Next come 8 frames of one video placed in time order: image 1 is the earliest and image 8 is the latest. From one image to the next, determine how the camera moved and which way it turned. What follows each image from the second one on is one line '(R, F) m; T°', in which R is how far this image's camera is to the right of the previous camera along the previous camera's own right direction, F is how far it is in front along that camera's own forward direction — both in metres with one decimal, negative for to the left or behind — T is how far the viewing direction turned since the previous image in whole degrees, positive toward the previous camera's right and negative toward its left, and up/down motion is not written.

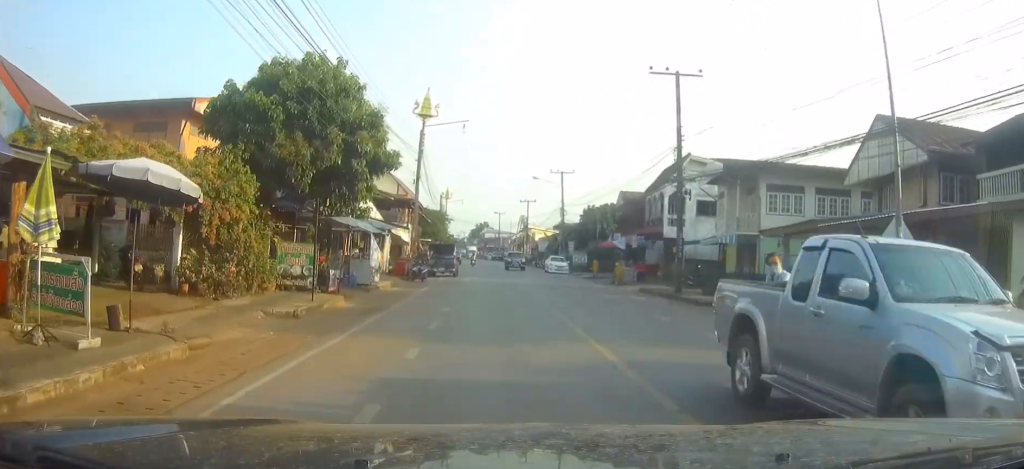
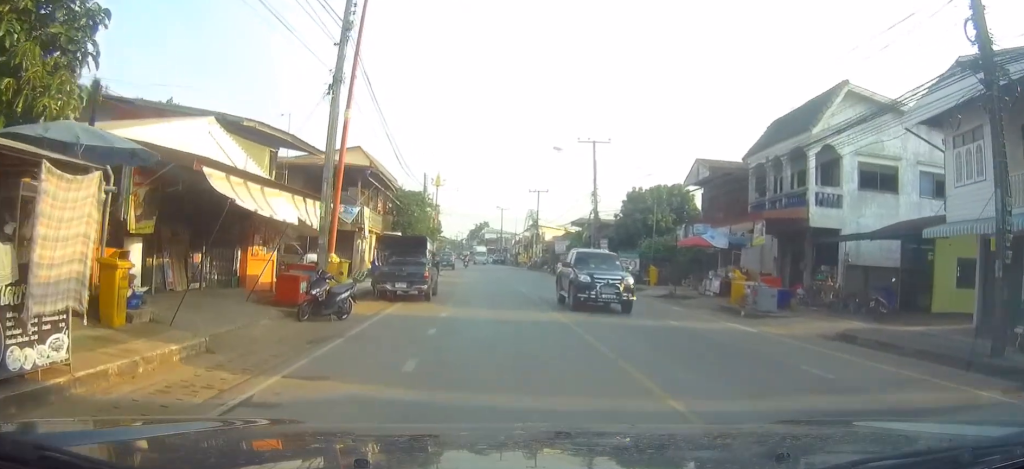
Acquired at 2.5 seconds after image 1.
(+0.2, +21.3) m; +2°
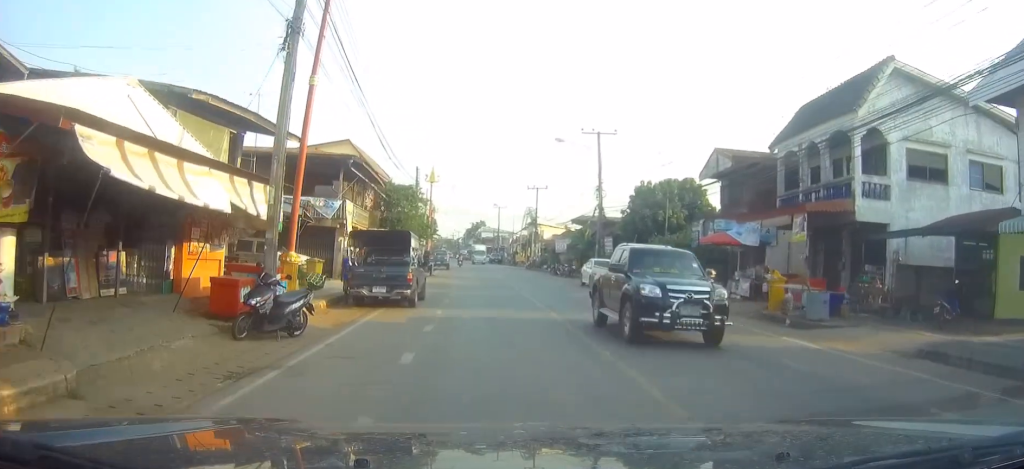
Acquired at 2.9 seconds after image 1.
(0.0, +3.7) m; 0°
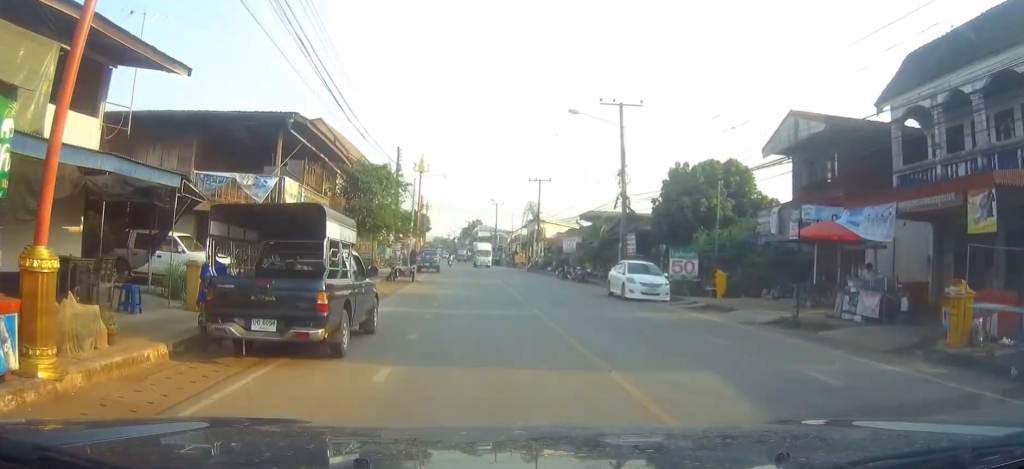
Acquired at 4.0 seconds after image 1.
(-0.1, +9.4) m; -2°
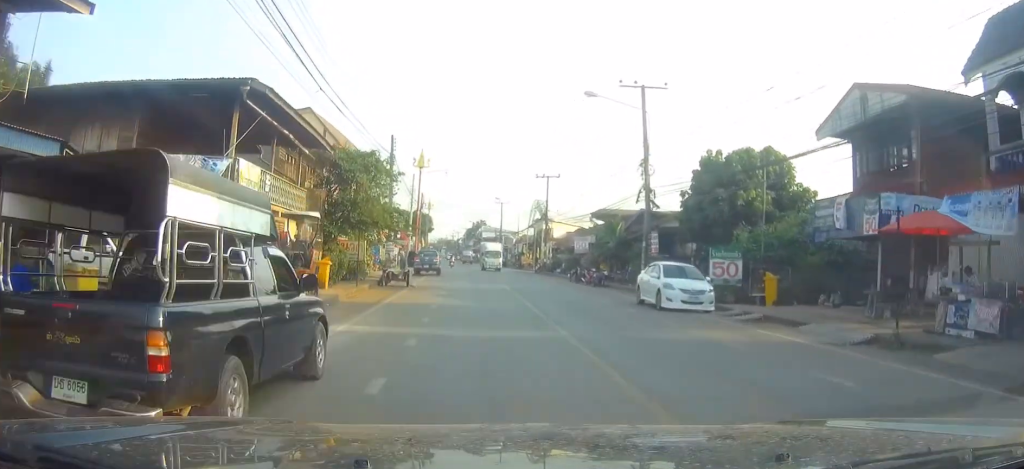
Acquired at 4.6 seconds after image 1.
(-0.2, +4.6) m; 0°
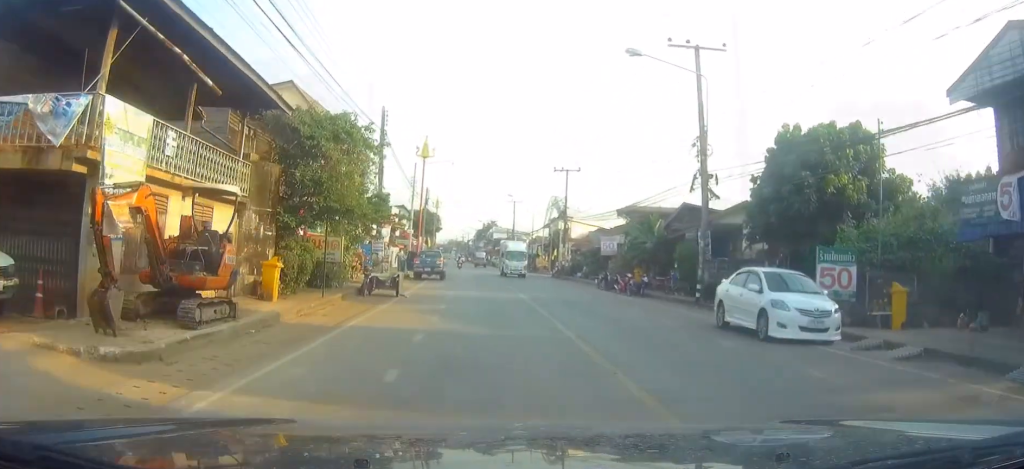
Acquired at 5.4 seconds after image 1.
(0.0, +7.4) m; +1°
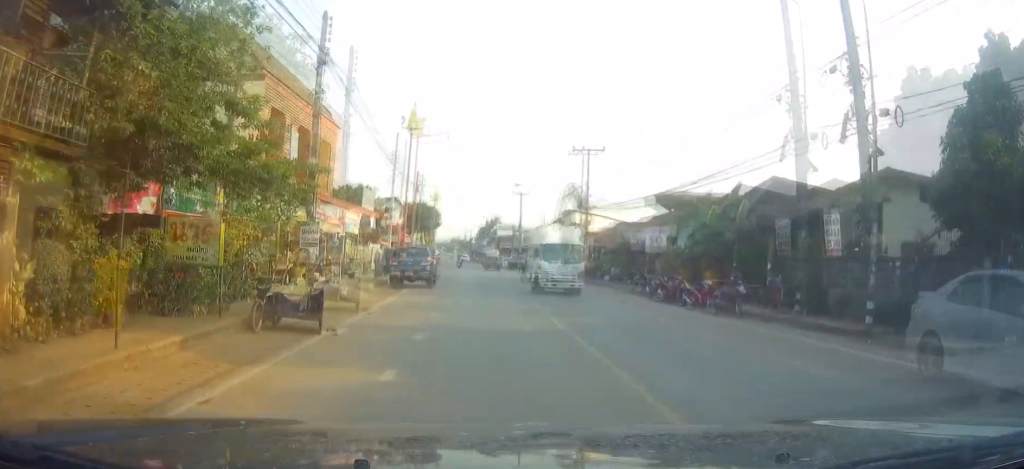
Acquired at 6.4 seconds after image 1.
(+0.1, +8.3) m; +1°
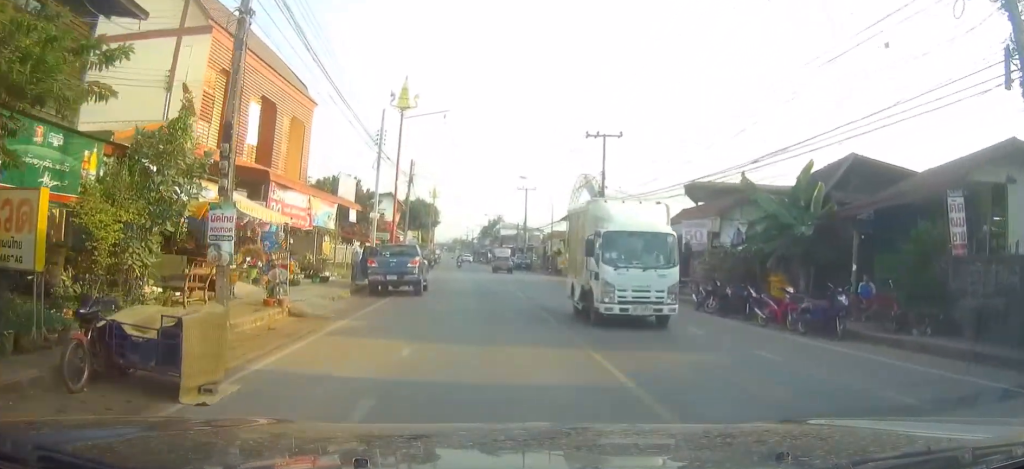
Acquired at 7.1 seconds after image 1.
(0.0, +6.3) m; -1°
